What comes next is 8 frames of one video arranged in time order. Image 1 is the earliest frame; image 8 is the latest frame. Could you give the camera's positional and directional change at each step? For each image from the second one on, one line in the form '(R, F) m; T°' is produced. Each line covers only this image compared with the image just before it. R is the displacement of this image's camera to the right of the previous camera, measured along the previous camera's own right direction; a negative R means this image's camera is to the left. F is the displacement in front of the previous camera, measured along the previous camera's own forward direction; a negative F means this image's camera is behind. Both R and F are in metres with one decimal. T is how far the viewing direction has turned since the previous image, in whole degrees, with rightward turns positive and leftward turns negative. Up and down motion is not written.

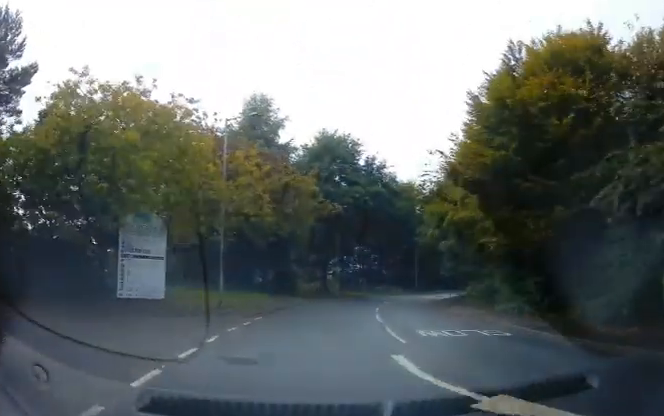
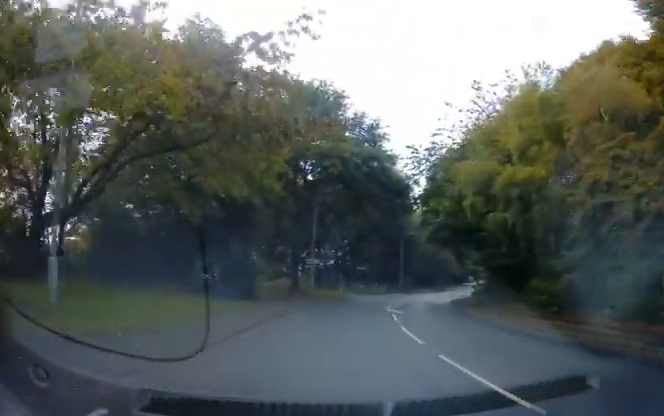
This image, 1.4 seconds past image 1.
(-0.2, +11.6) m; +6°
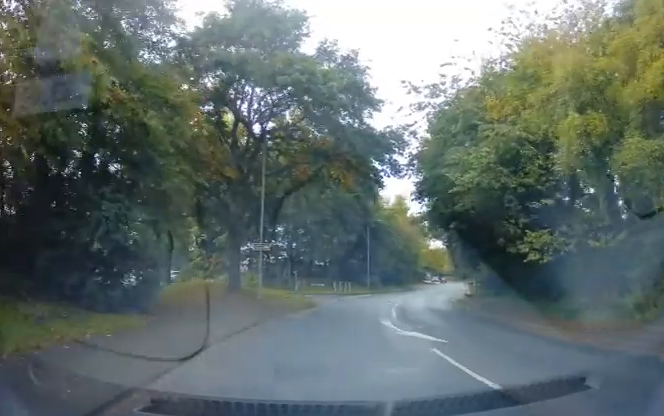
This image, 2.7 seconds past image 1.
(+1.4, +8.2) m; +6°
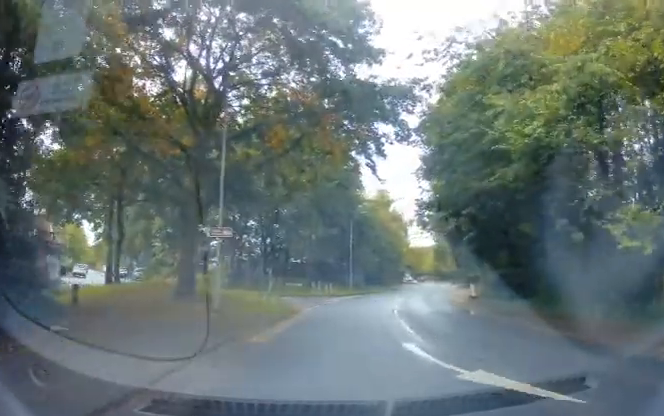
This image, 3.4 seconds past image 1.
(-0.6, +6.0) m; -5°
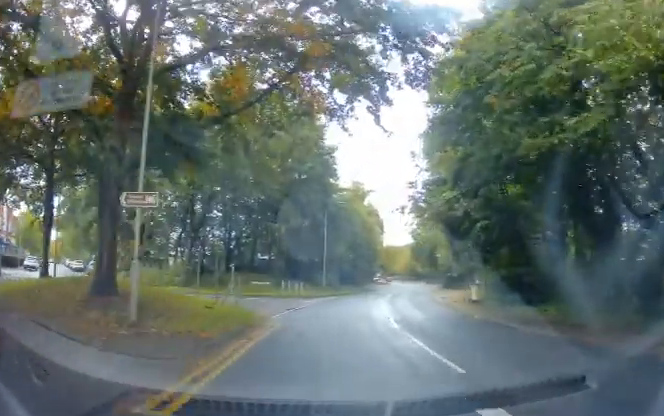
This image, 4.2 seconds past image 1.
(-0.5, +6.7) m; -2°
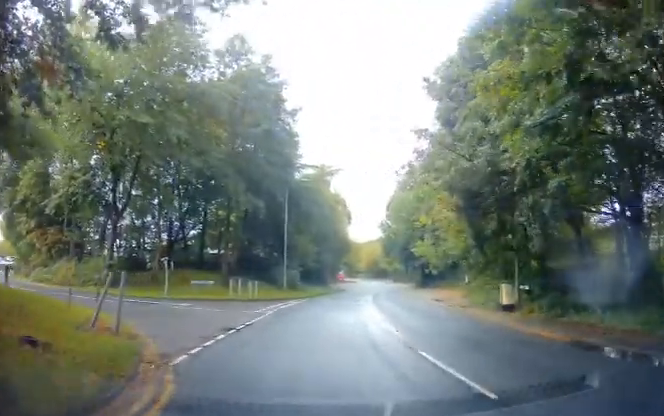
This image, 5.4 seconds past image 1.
(+0.7, +9.0) m; +8°
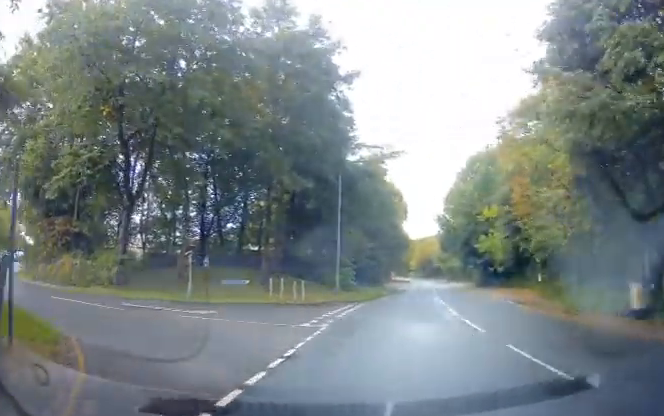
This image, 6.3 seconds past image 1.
(+0.3, +6.2) m; -2°
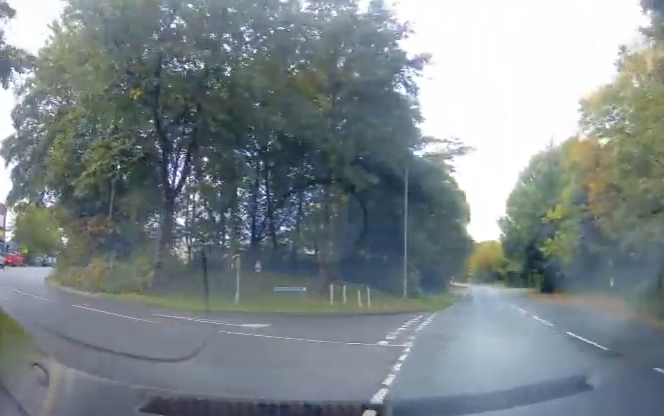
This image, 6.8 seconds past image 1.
(+0.2, +3.2) m; -5°
